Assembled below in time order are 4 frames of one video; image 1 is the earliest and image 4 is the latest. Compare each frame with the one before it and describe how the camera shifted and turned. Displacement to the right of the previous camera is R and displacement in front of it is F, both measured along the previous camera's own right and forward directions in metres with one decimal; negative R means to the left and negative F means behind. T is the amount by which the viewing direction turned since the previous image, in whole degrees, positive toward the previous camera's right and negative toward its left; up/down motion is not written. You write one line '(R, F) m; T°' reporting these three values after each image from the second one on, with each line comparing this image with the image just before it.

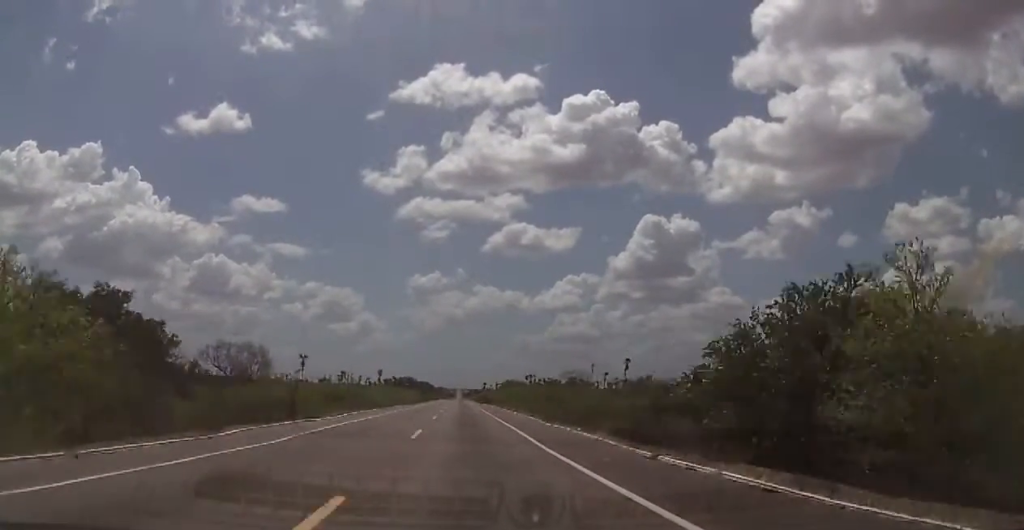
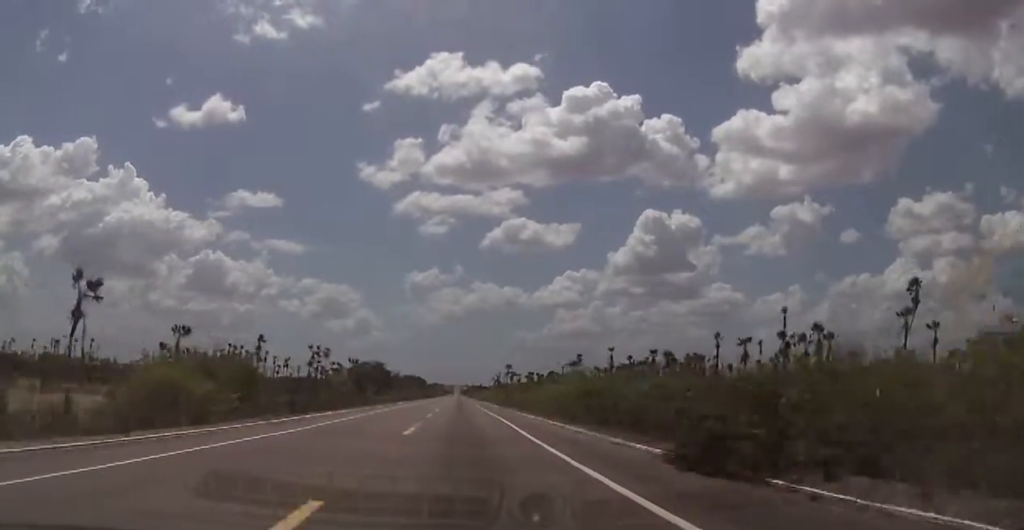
(+0.1, +145.0) m; -1°
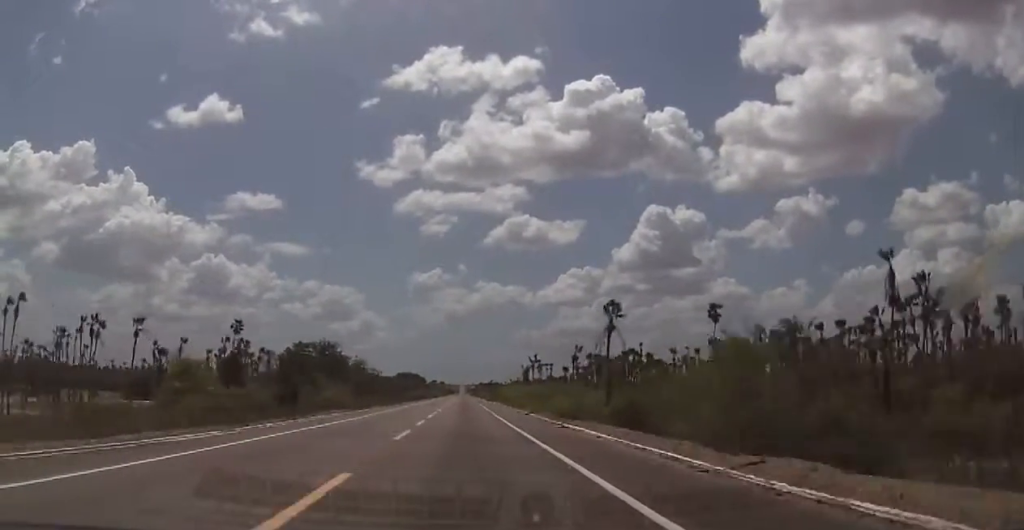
(+1.6, +93.2) m; +1°
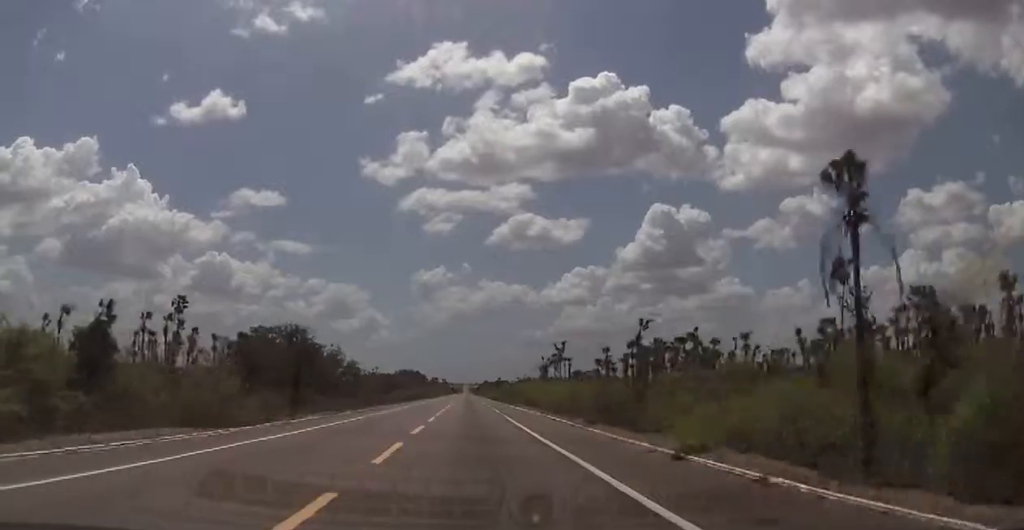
(+0.1, +29.6) m; 0°
